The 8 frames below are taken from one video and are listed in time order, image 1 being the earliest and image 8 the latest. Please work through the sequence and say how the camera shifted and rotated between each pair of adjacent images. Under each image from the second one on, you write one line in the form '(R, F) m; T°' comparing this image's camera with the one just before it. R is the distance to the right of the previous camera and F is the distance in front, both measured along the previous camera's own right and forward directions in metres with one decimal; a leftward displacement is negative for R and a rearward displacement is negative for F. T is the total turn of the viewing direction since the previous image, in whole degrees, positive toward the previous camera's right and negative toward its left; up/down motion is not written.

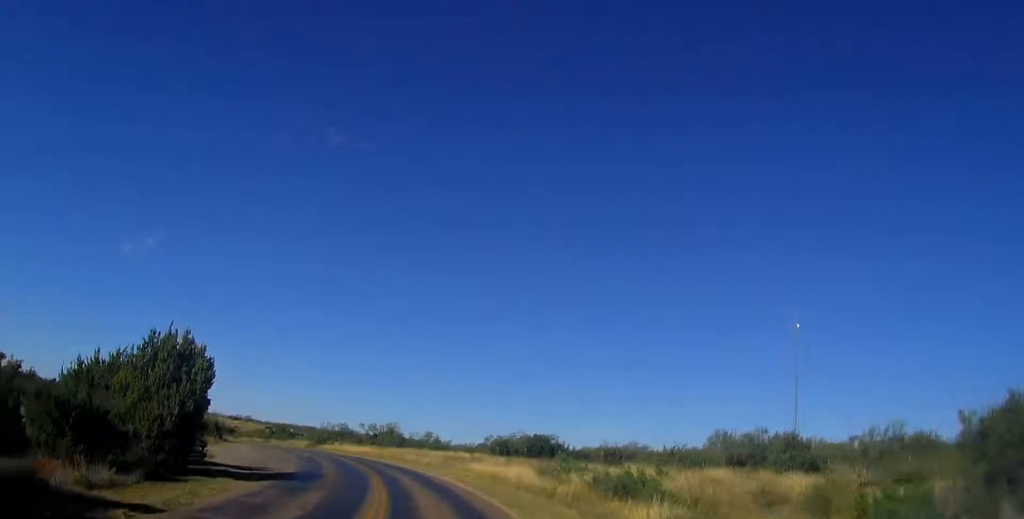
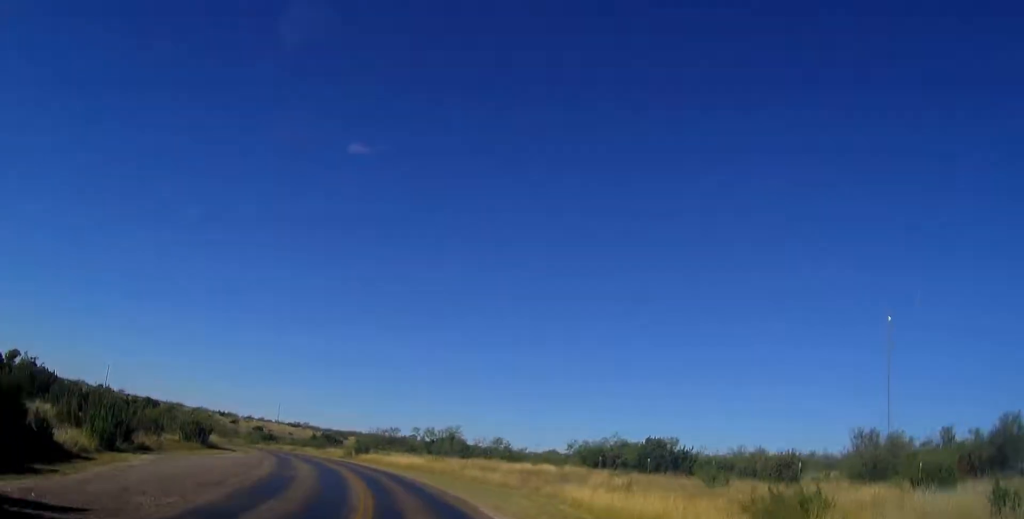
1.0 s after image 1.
(-0.8, +16.2) m; -7°
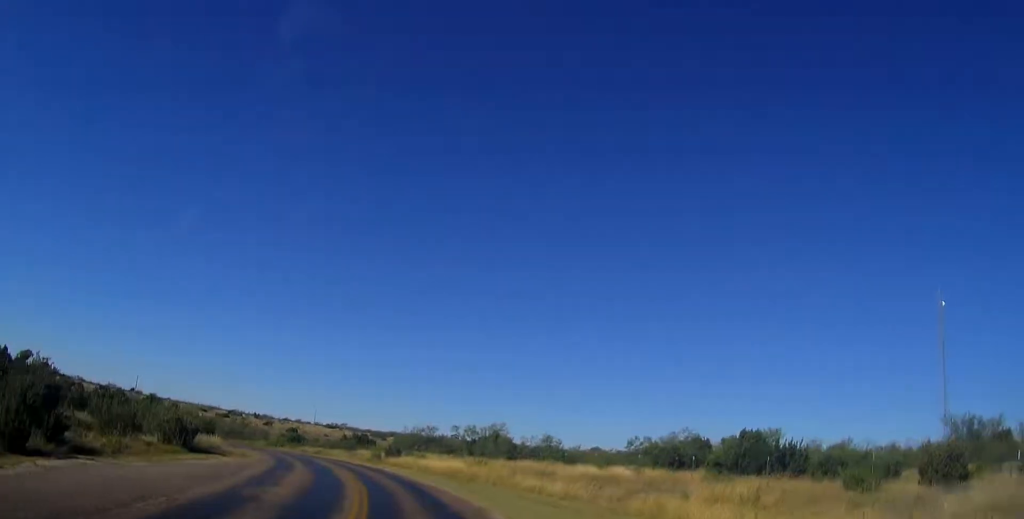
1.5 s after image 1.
(-0.6, +8.5) m; -4°
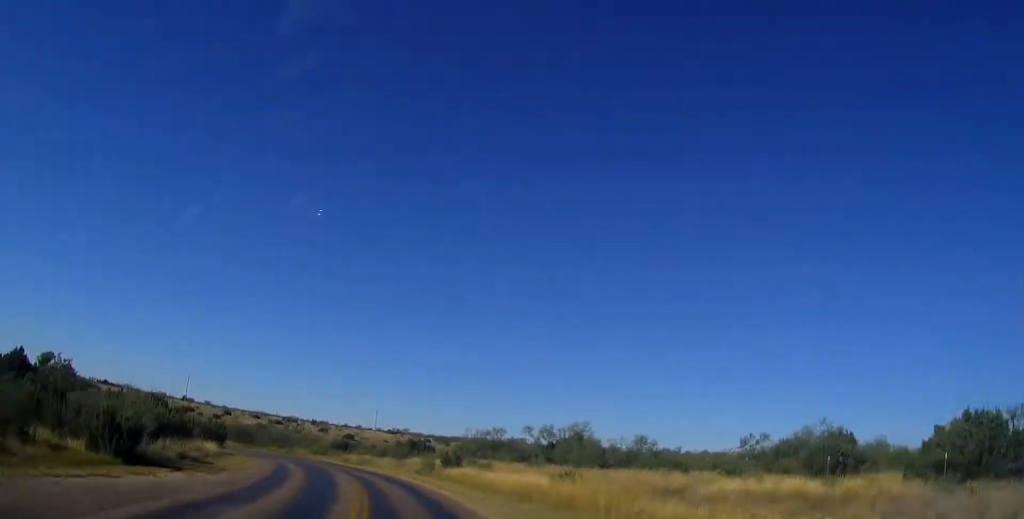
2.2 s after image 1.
(-0.5, +11.2) m; -6°
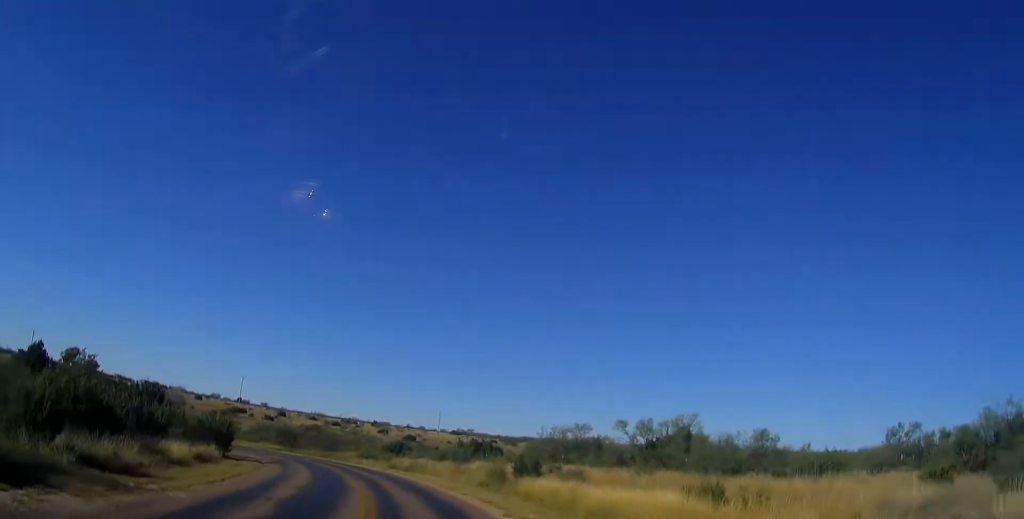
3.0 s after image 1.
(-0.4, +10.6) m; -6°
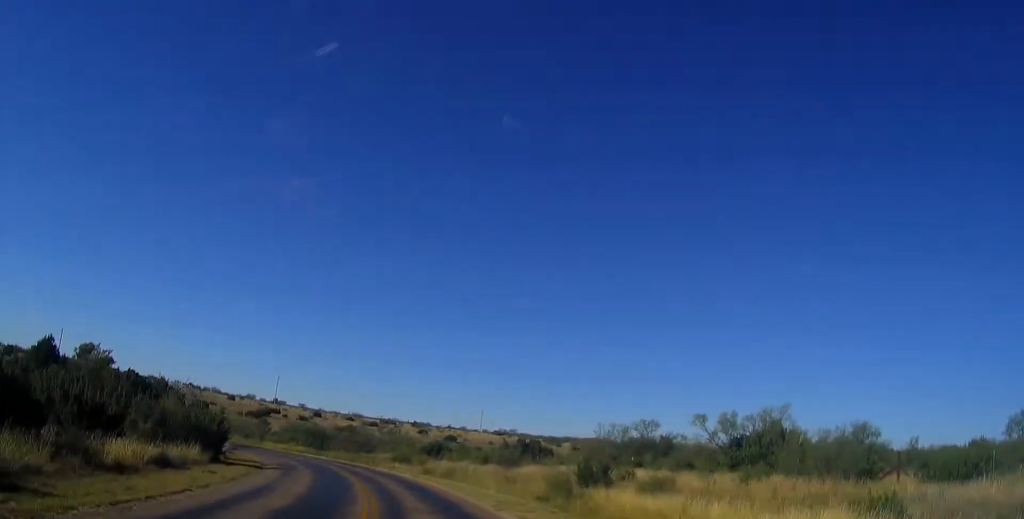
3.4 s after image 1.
(-0.5, +6.7) m; -3°
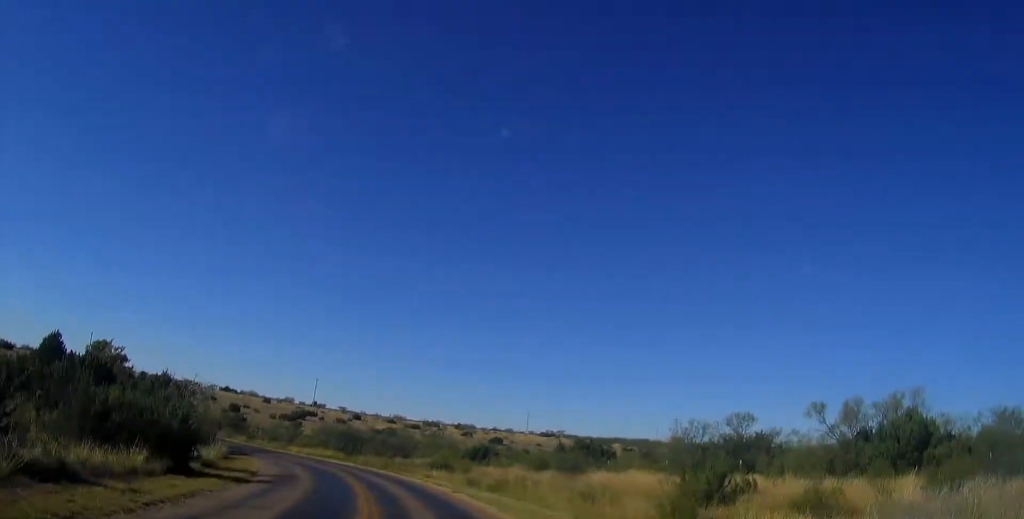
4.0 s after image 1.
(-0.1, +7.7) m; -4°
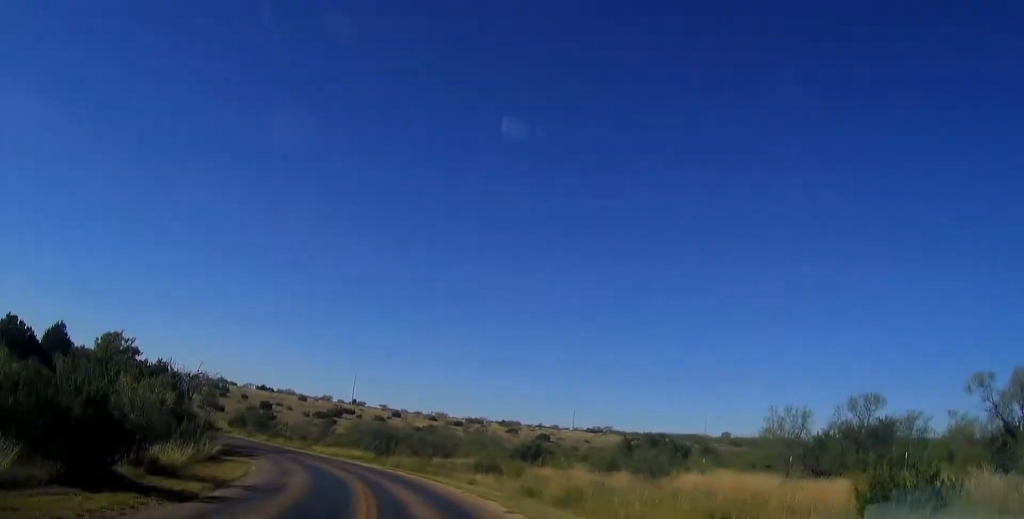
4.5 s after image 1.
(-0.4, +7.7) m; -4°
